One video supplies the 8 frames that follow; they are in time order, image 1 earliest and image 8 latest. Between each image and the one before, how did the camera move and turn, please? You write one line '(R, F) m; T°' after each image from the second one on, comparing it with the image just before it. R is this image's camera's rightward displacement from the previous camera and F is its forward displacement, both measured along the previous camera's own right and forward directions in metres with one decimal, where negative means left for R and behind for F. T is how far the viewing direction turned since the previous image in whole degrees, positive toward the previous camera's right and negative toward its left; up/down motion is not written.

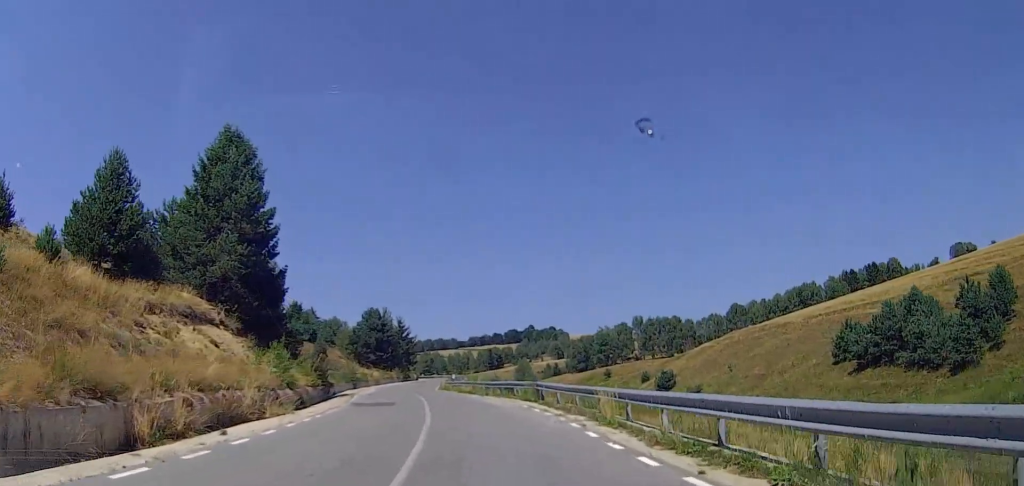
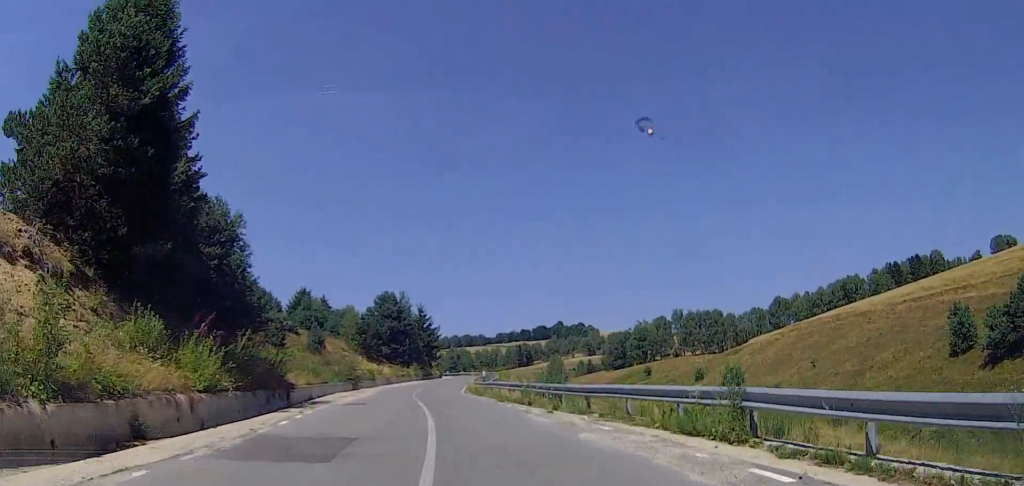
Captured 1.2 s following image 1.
(+0.1, +17.7) m; -3°
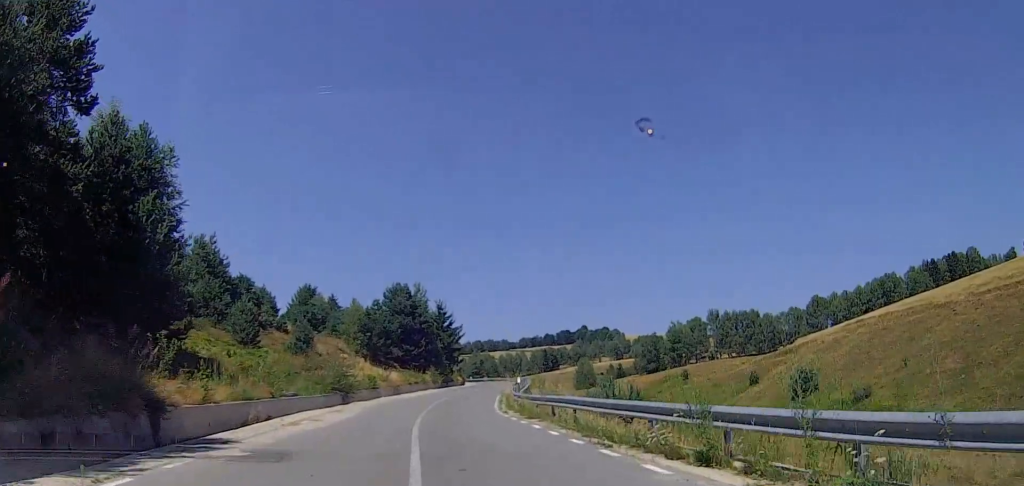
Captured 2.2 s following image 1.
(-0.8, +15.1) m; -3°
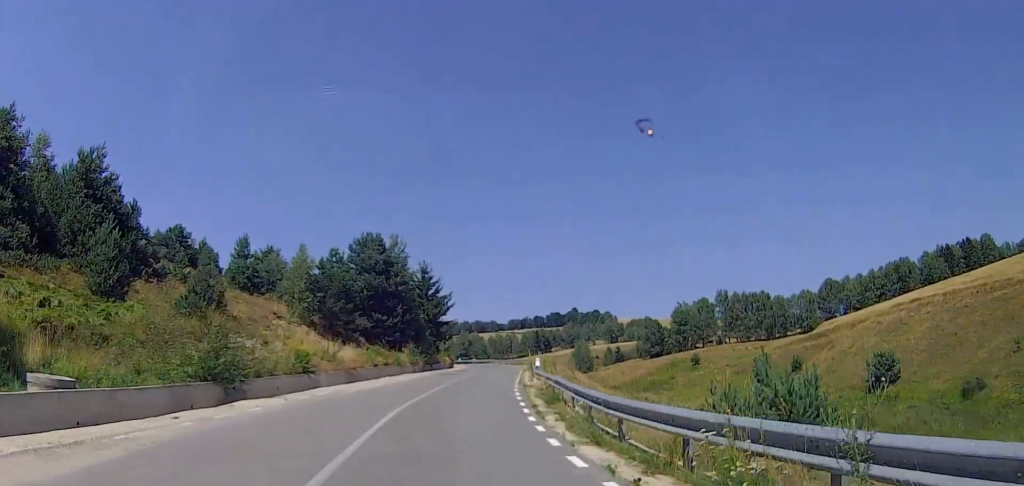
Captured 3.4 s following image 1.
(+0.3, +18.8) m; +2°
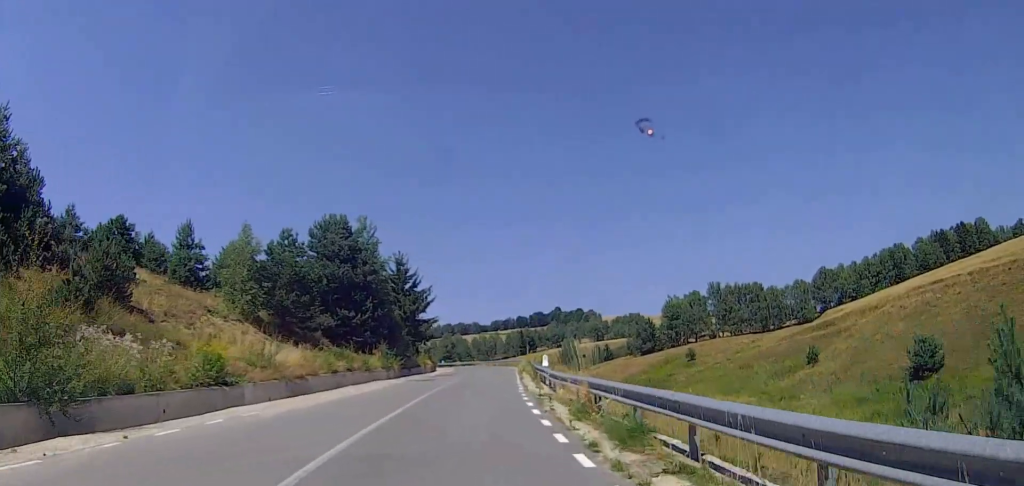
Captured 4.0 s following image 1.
(+0.3, +9.4) m; +1°
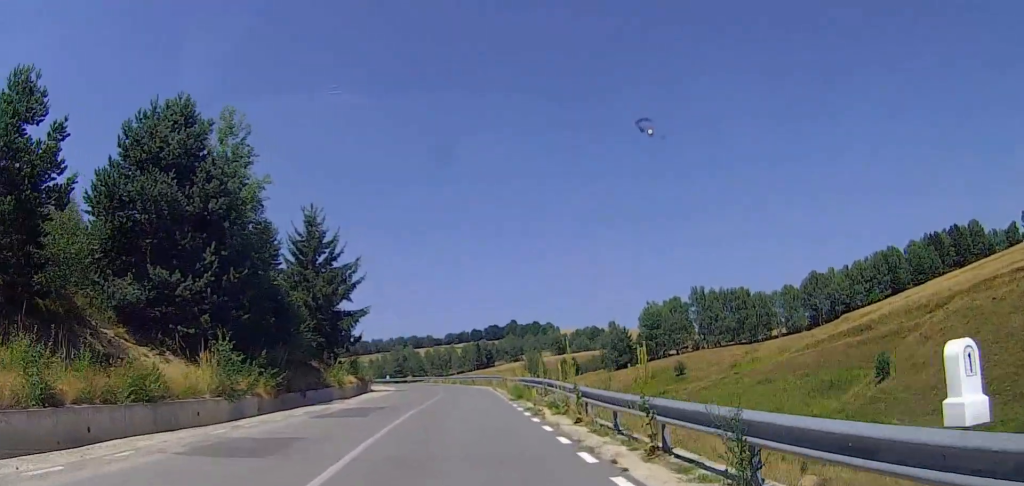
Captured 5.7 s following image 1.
(+0.1, +25.1) m; +1°
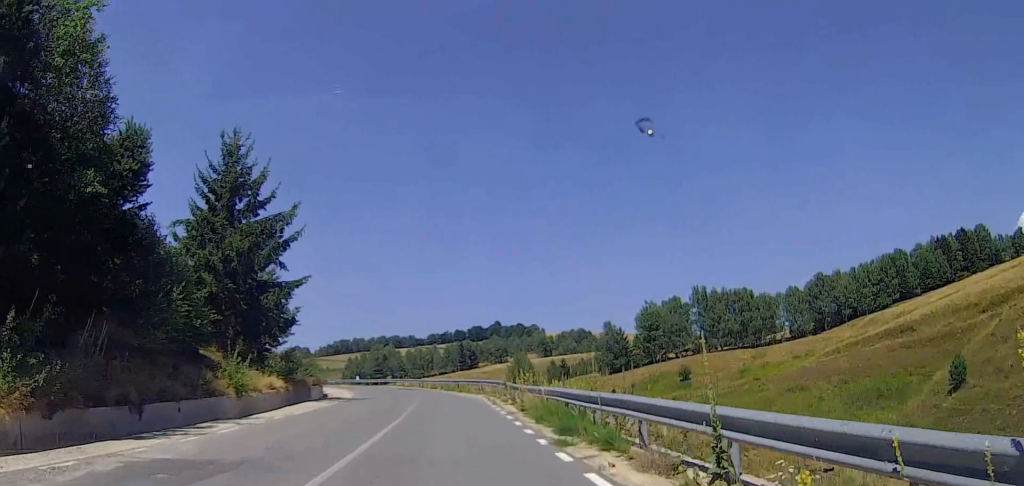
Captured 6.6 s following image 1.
(+0.1, +14.9) m; +1°
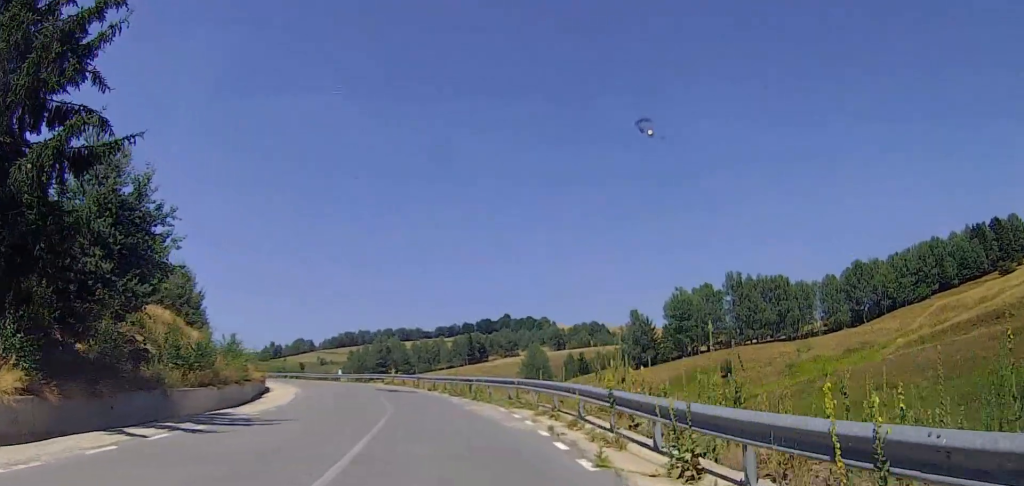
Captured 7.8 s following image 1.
(+0.2, +18.6) m; -1°
